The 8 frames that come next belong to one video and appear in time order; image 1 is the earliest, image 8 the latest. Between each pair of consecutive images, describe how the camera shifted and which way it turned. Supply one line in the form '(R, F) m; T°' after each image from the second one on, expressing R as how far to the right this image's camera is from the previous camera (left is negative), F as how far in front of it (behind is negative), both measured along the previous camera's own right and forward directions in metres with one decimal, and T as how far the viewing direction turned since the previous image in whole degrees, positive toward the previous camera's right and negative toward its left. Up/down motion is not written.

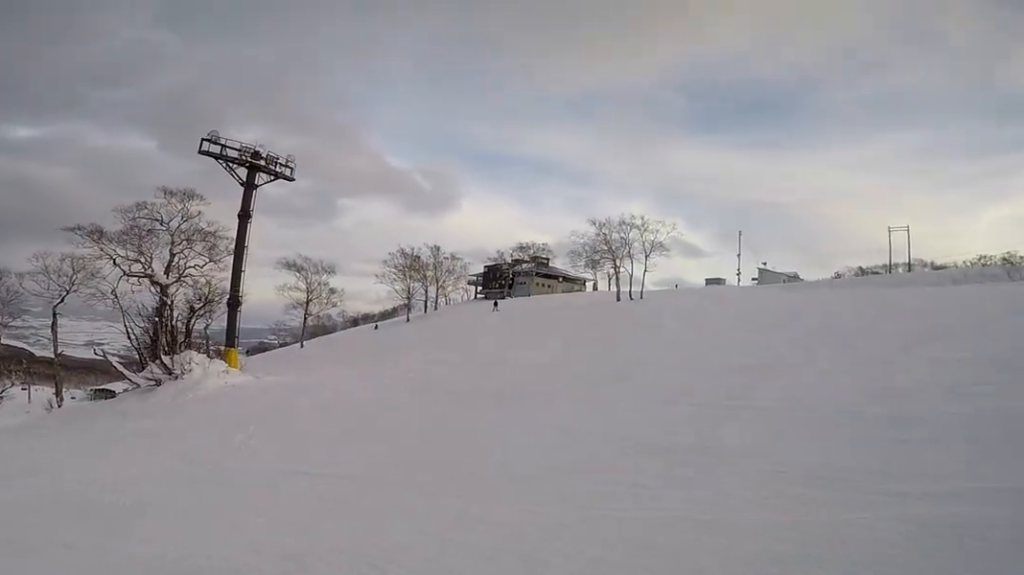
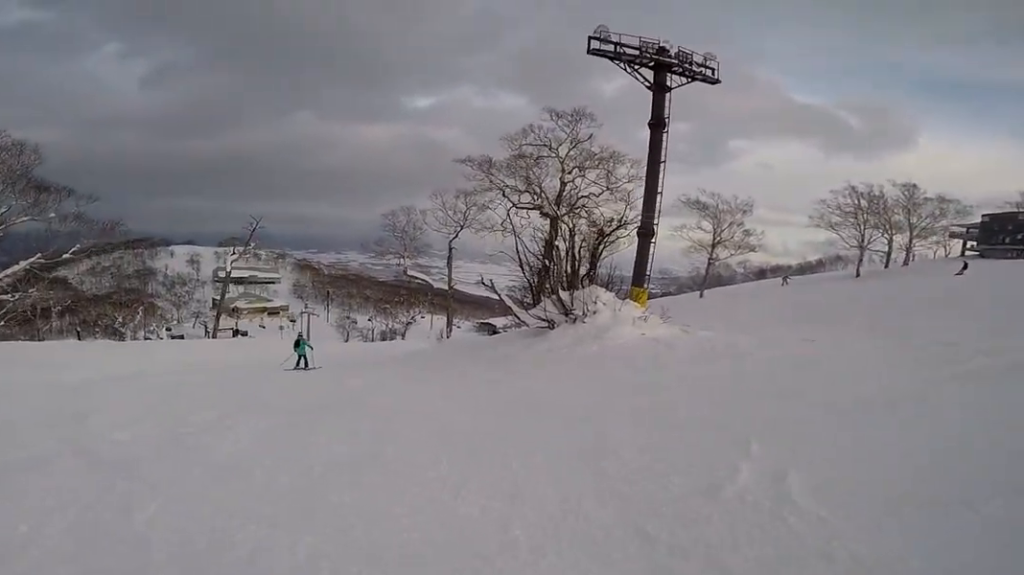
(-0.4, +5.7) m; -20°
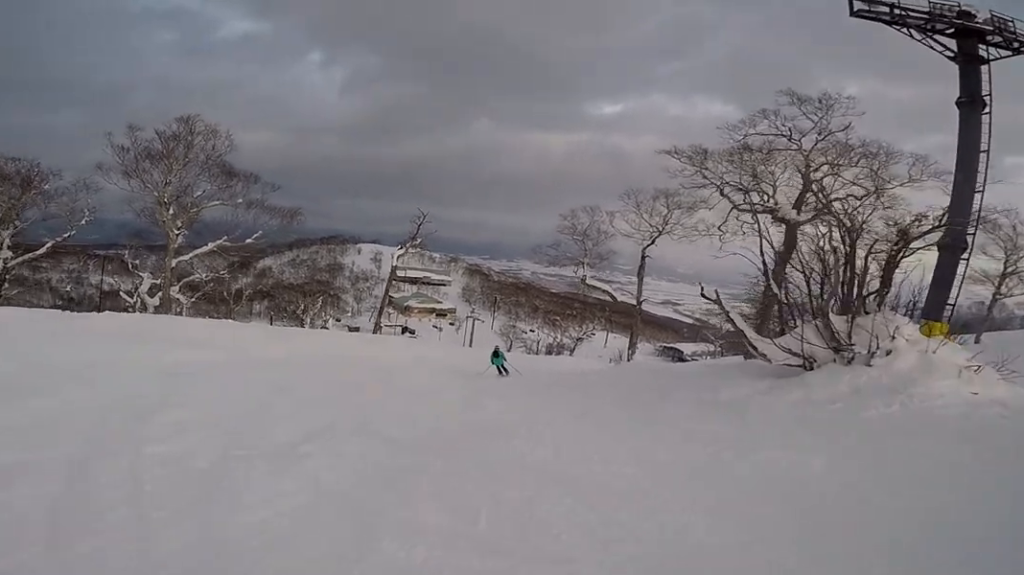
(-0.9, +2.3) m; -8°
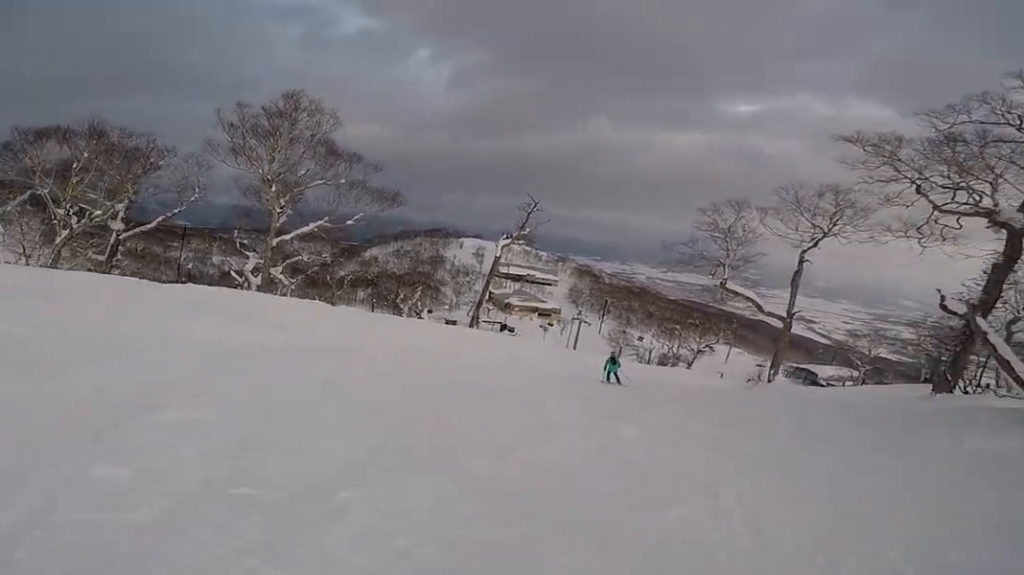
(0.0, +1.8) m; 0°
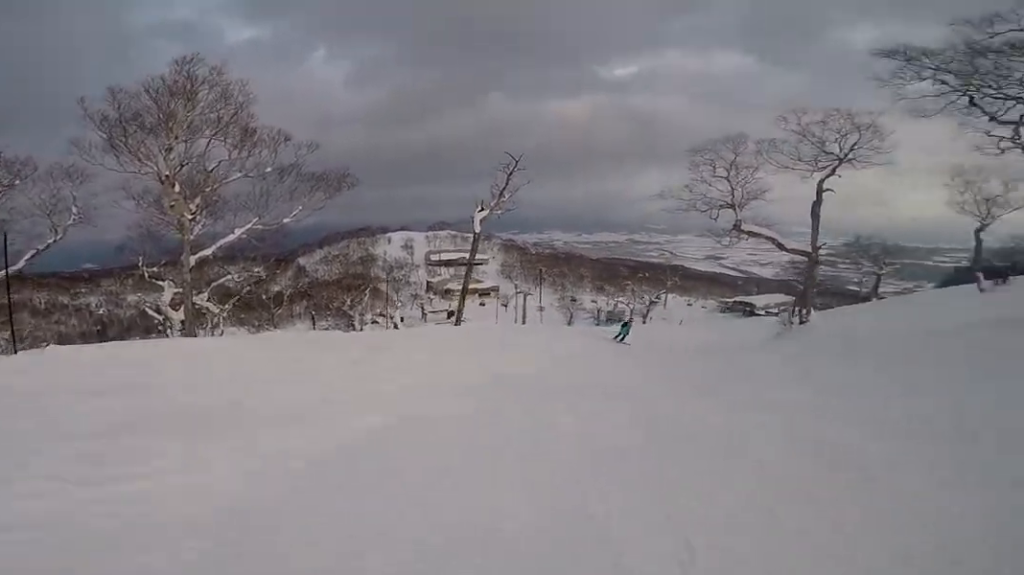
(+0.7, +5.3) m; +9°
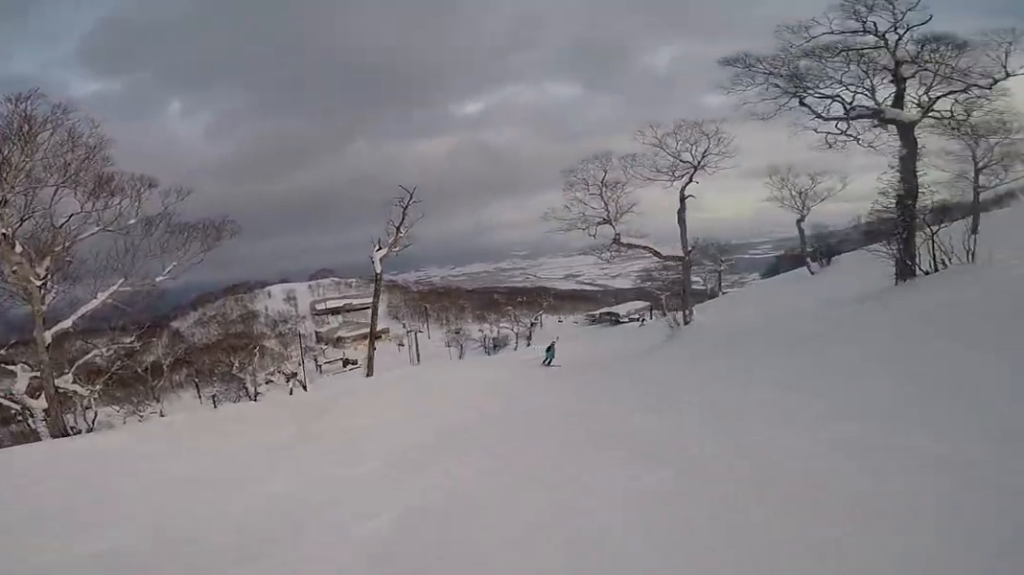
(0.0, +1.6) m; +2°
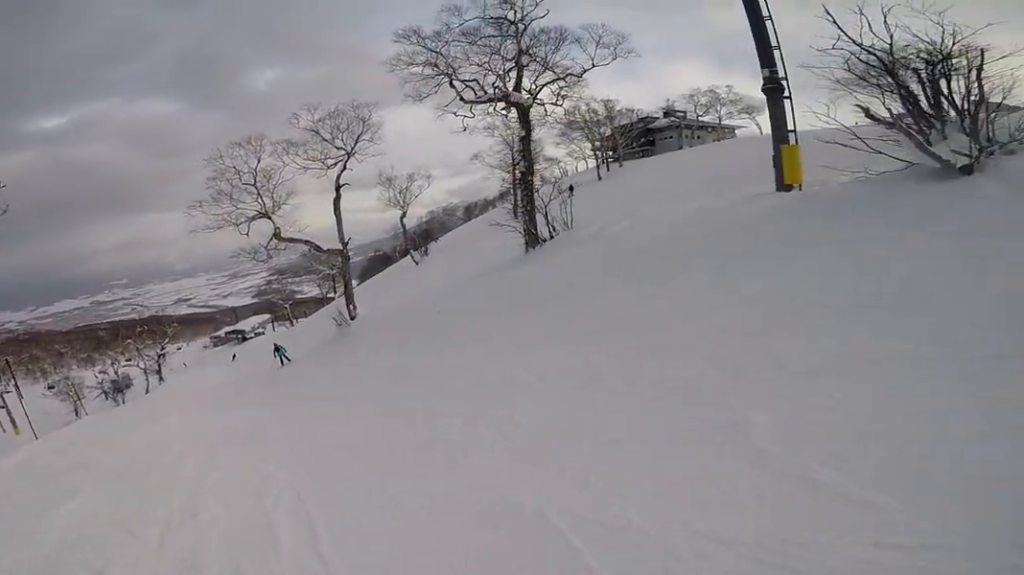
(+0.8, +3.8) m; +50°
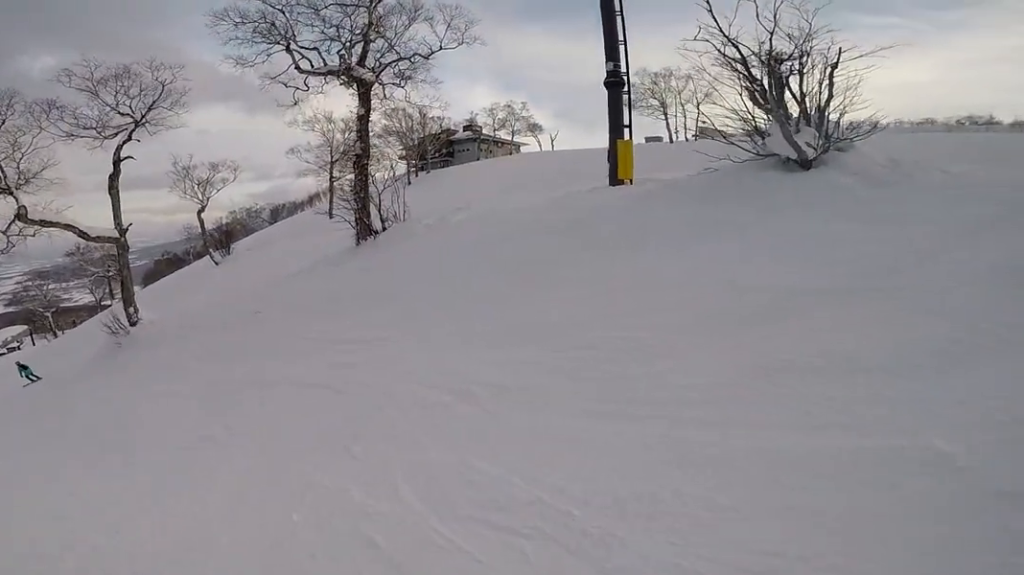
(+2.0, +2.9) m; +16°
